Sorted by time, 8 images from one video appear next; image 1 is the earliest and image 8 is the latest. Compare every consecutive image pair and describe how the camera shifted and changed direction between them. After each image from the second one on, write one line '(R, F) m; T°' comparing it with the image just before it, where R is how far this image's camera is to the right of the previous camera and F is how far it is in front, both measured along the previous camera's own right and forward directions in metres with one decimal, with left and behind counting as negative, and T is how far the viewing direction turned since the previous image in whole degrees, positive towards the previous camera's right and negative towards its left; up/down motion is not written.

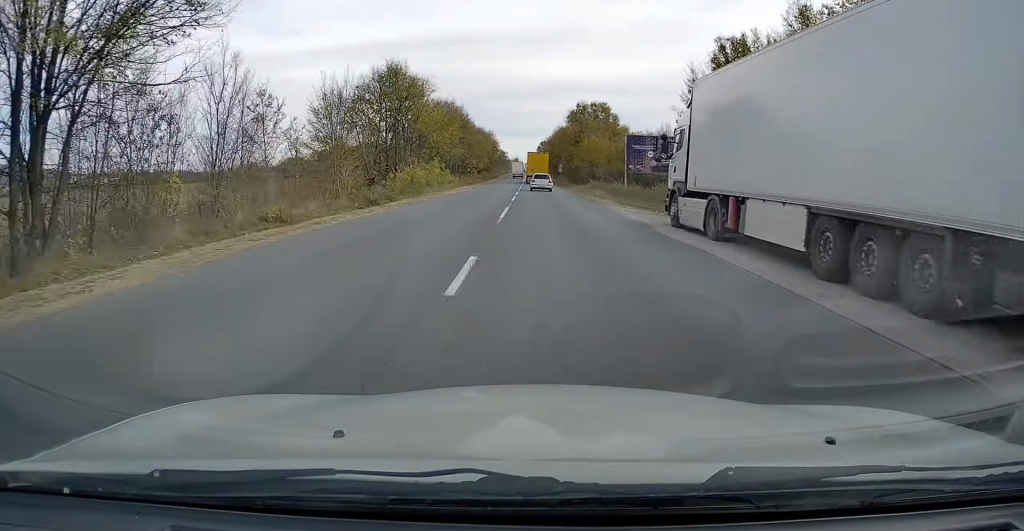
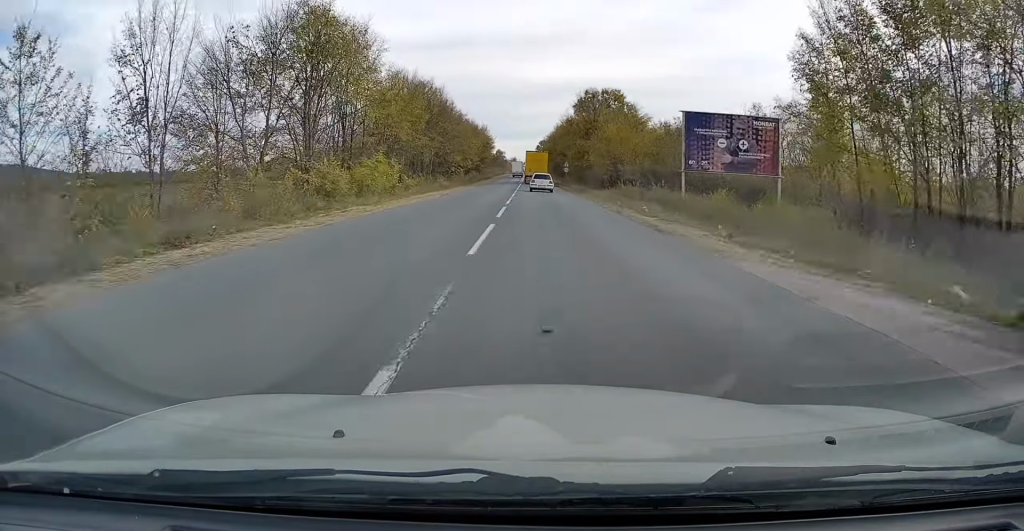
(+0.3, +20.4) m; 0°
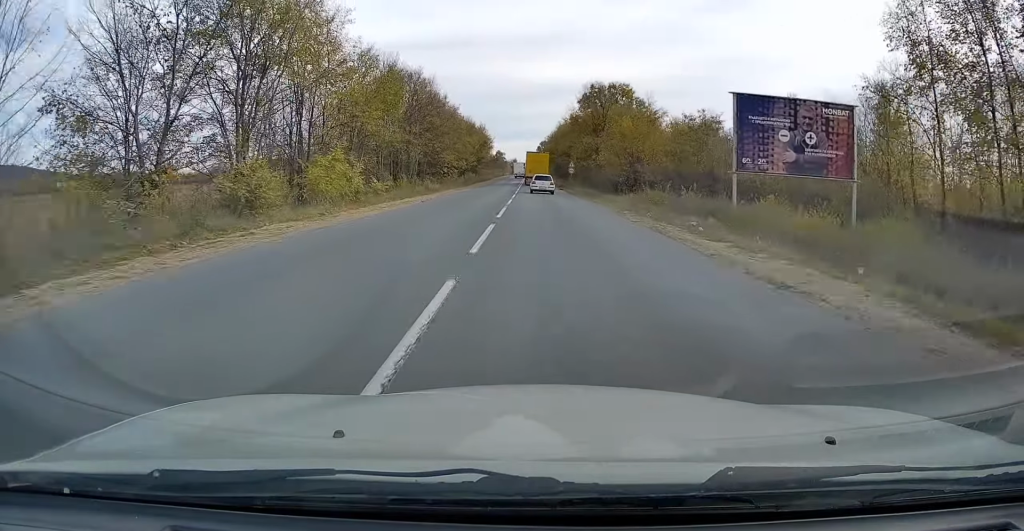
(-0.1, +8.3) m; 0°
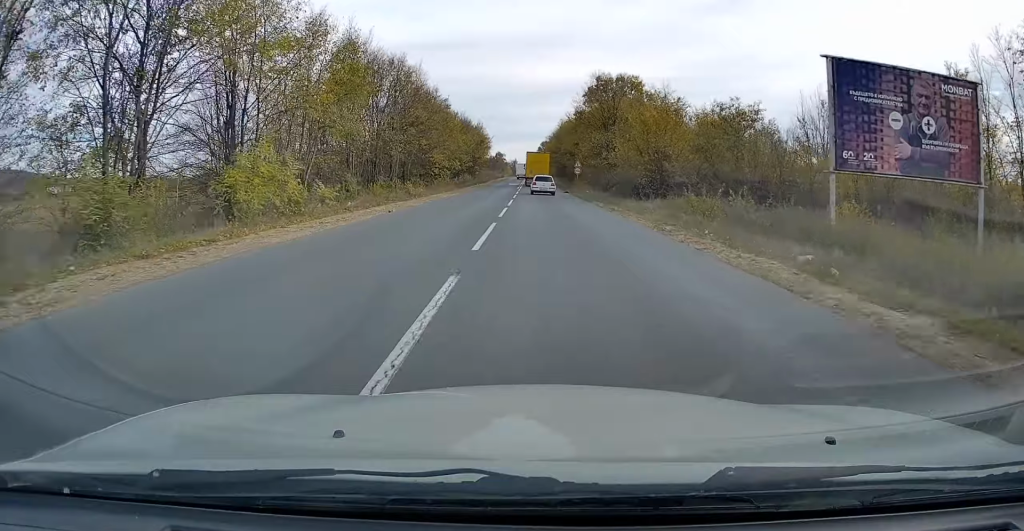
(-0.2, +8.3) m; 0°
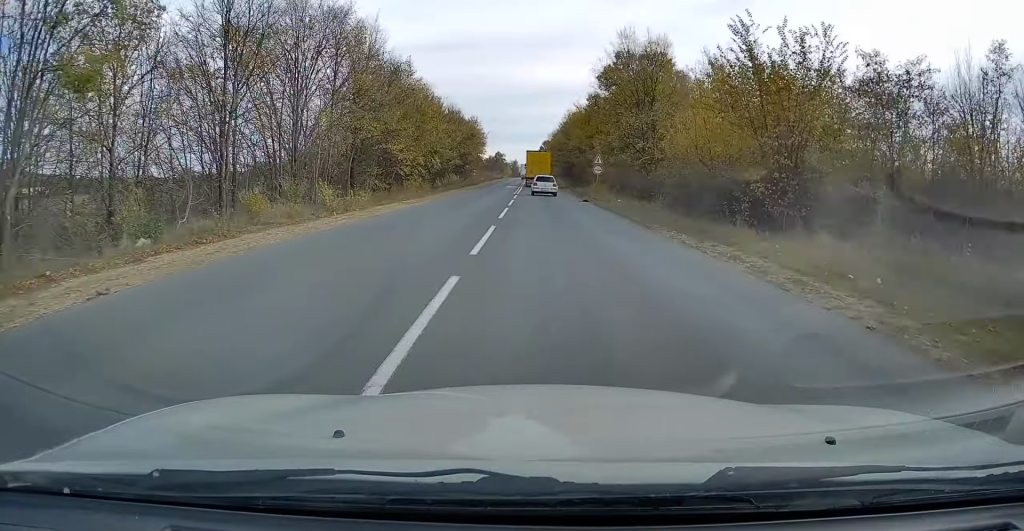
(+0.3, +17.6) m; +1°
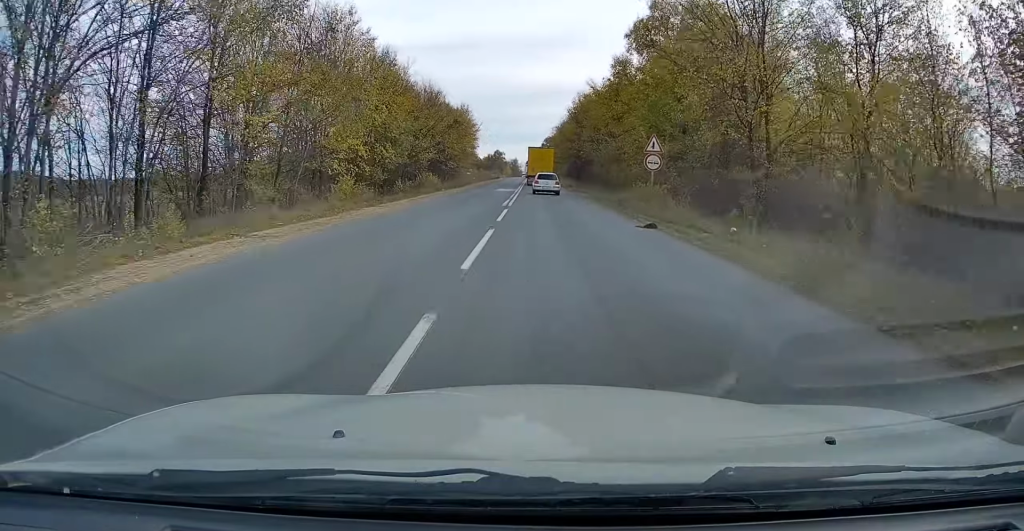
(-0.2, +19.7) m; -2°
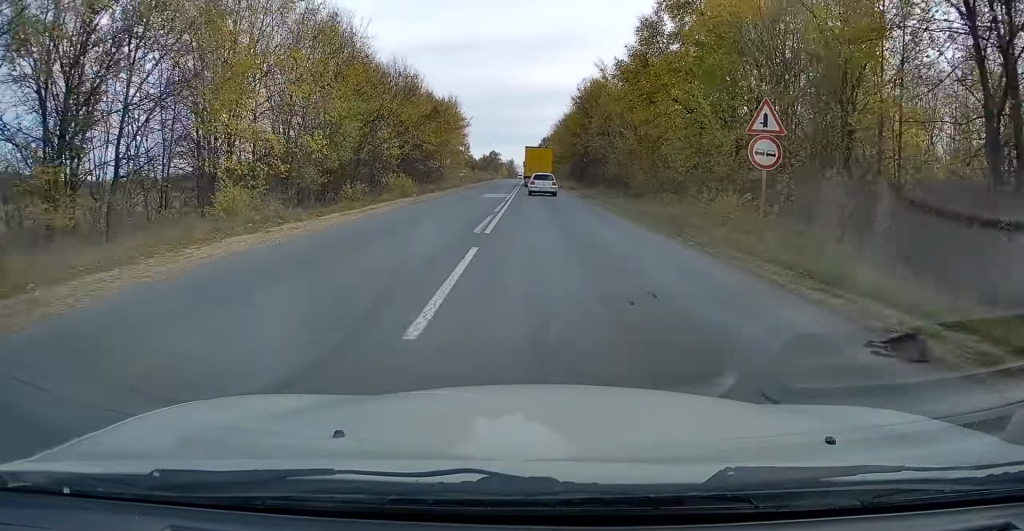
(-0.3, +12.4) m; 0°
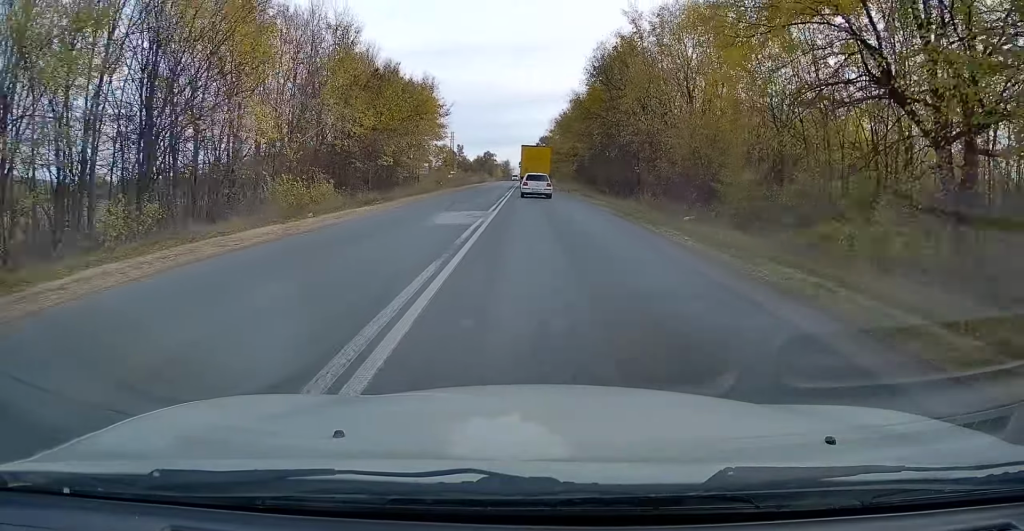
(+0.6, +19.5) m; +1°
